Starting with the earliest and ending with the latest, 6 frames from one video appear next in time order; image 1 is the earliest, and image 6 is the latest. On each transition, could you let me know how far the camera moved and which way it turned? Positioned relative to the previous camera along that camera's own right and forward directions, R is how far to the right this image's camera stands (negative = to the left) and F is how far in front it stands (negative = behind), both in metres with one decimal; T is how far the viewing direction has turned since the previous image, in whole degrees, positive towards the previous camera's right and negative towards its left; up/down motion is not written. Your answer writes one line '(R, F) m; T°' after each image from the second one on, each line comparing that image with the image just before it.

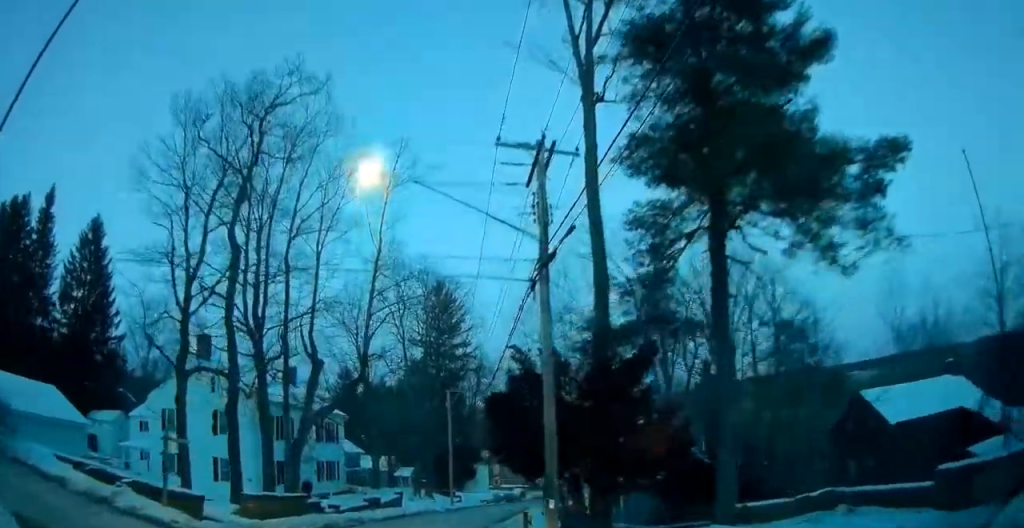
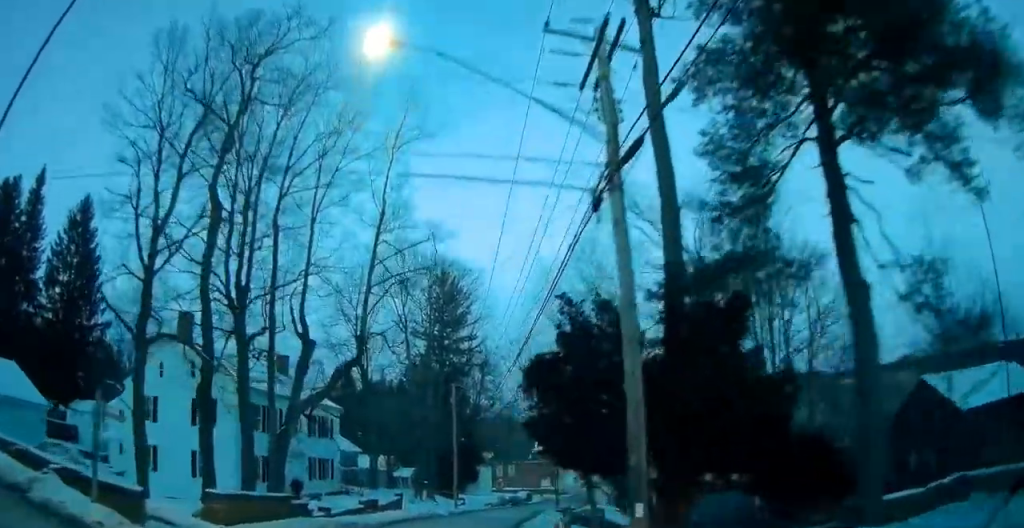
(0.0, +4.7) m; +2°
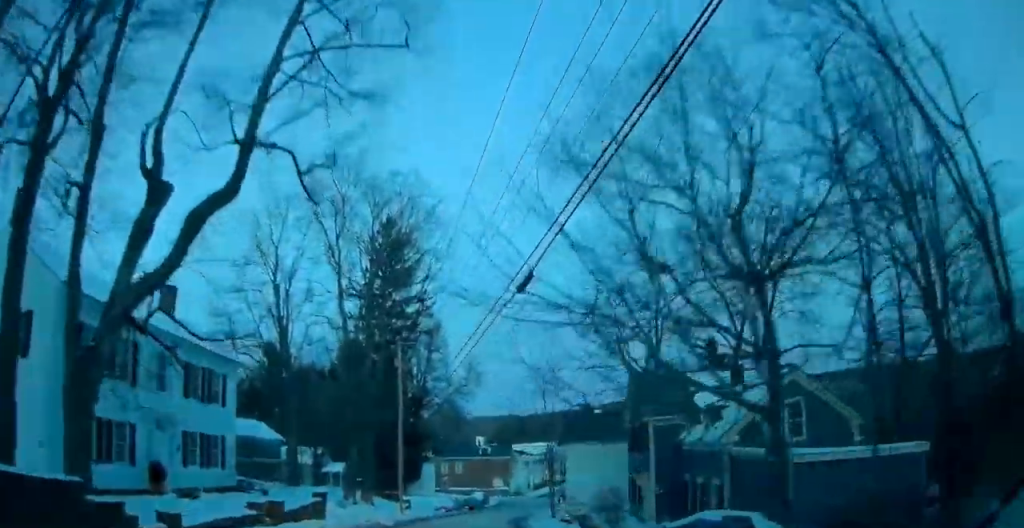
(+0.9, +15.9) m; +8°
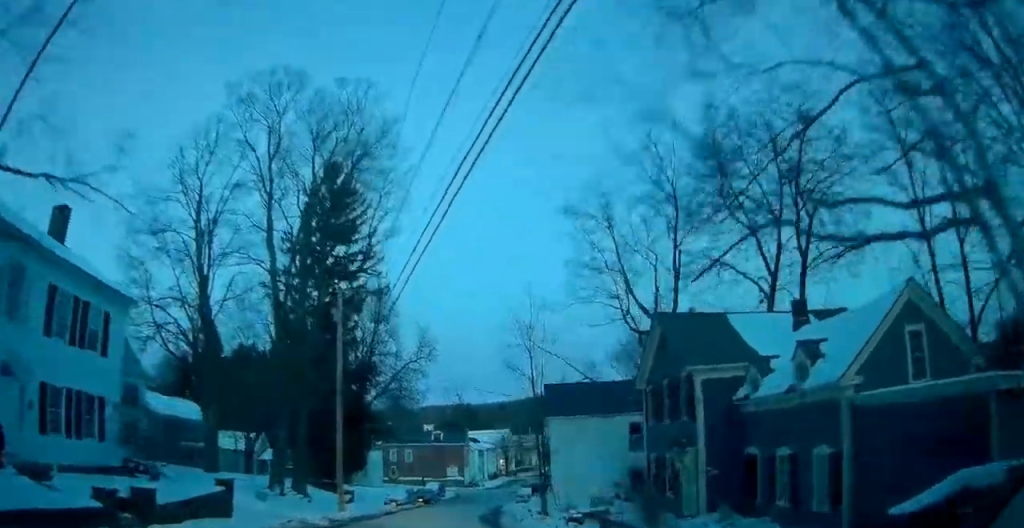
(+0.2, +8.8) m; +6°
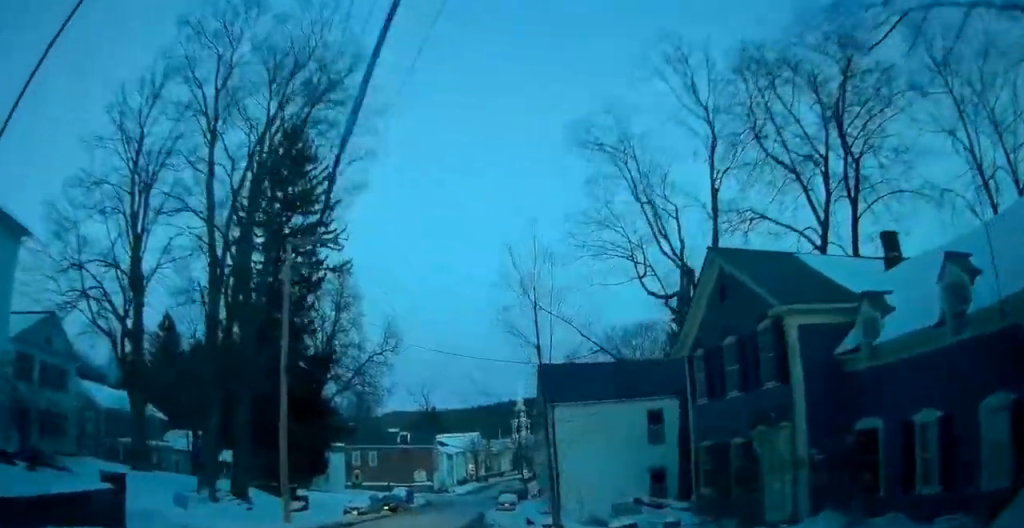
(+0.5, +6.4) m; +3°
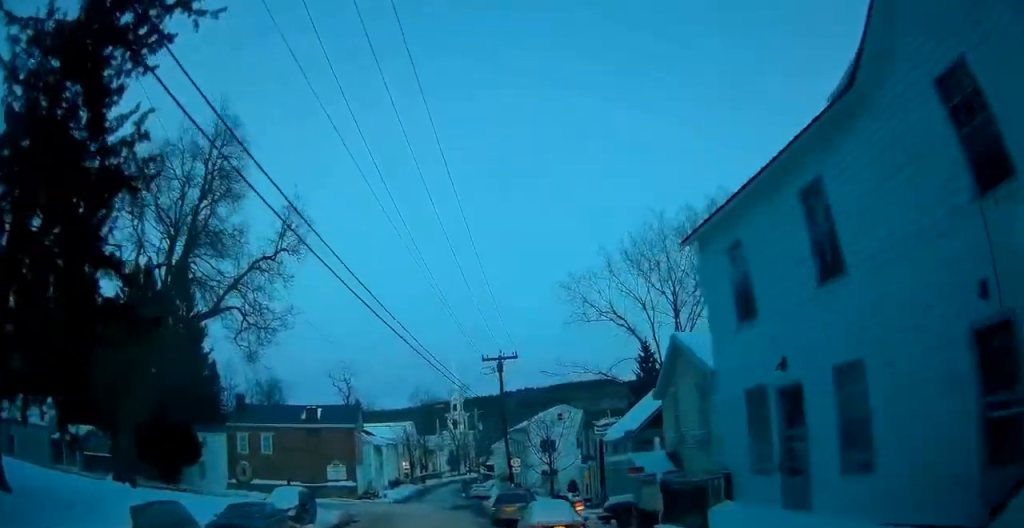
(+1.4, +26.3) m; +6°
